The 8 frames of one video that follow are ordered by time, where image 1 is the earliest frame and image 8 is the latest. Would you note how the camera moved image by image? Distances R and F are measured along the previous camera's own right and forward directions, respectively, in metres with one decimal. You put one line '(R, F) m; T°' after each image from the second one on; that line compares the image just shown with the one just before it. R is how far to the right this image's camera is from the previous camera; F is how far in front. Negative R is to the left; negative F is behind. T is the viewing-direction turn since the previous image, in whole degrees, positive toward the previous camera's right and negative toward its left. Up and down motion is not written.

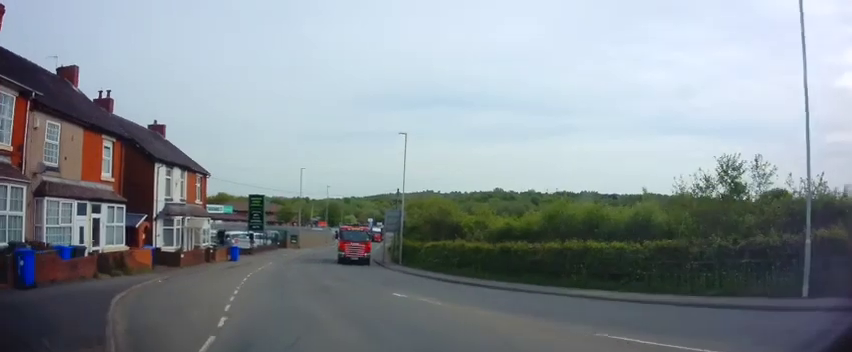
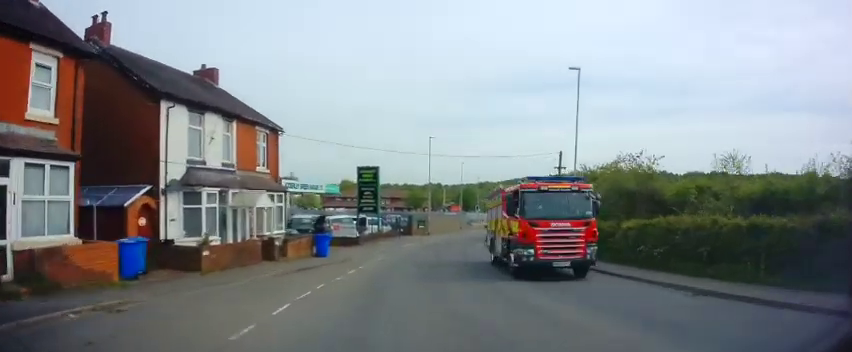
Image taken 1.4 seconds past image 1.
(-1.2, +11.3) m; -12°
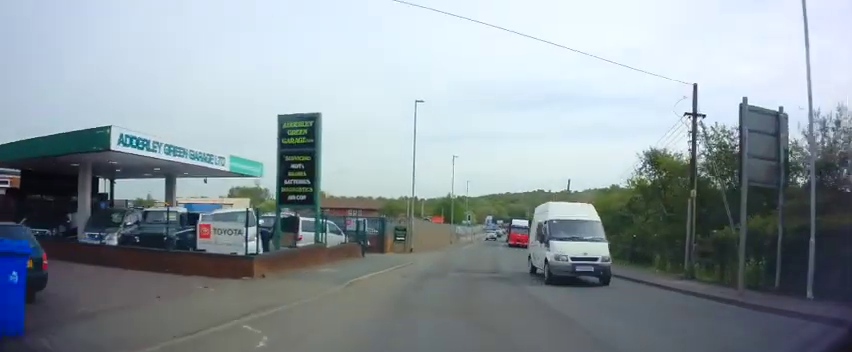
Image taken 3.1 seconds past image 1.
(-1.3, +17.4) m; -1°
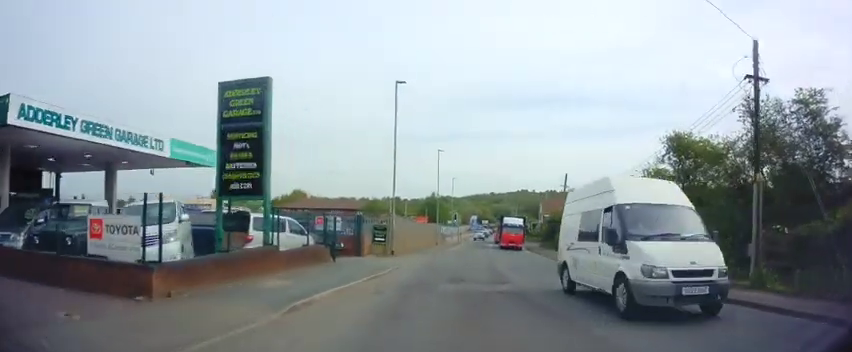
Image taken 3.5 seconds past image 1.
(-0.1, +4.2) m; +3°
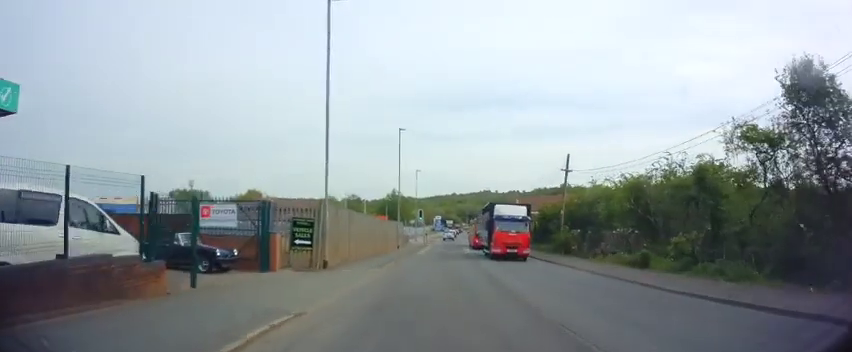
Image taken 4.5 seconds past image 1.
(+0.9, +10.7) m; +6°
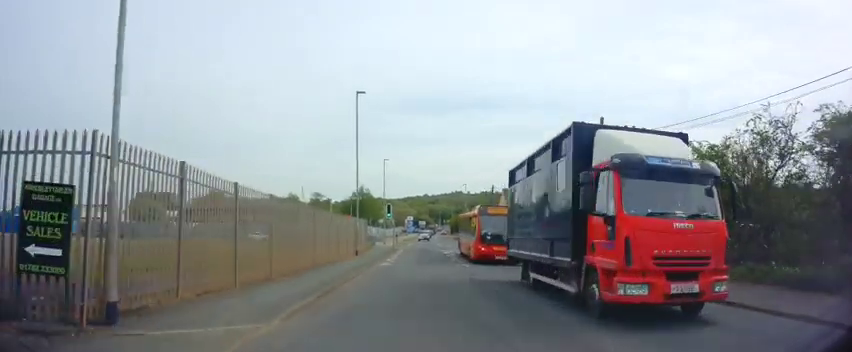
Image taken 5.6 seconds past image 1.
(+0.3, +11.1) m; +2°
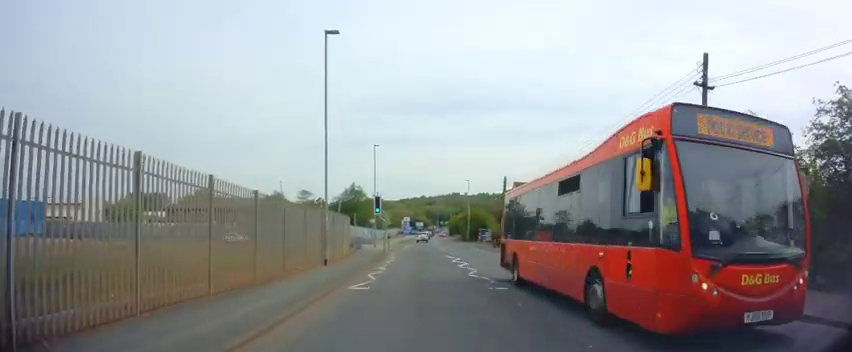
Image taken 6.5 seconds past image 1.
(0.0, +9.6) m; +1°
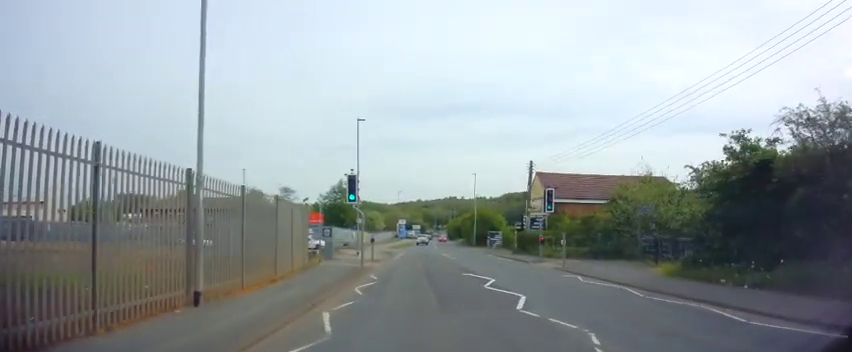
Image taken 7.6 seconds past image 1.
(+0.2, +12.0) m; +1°
